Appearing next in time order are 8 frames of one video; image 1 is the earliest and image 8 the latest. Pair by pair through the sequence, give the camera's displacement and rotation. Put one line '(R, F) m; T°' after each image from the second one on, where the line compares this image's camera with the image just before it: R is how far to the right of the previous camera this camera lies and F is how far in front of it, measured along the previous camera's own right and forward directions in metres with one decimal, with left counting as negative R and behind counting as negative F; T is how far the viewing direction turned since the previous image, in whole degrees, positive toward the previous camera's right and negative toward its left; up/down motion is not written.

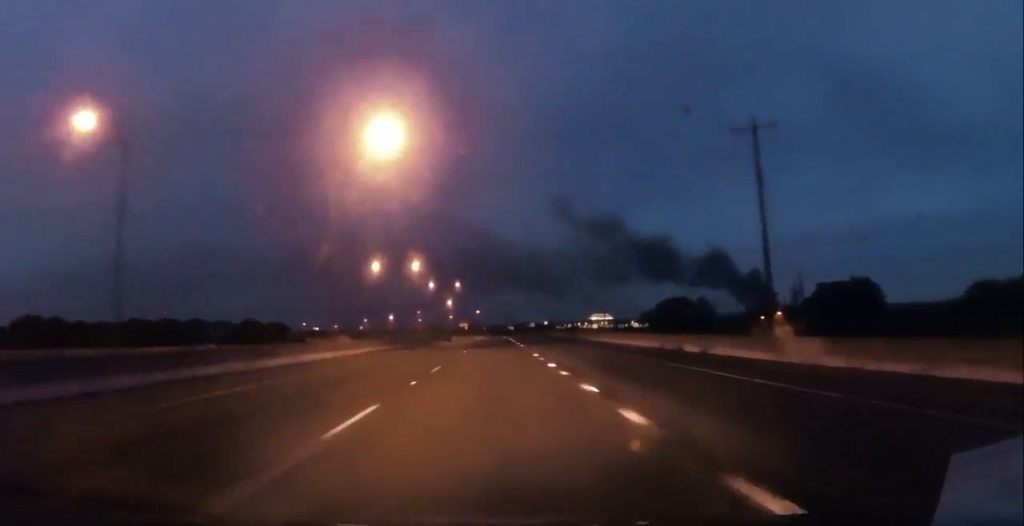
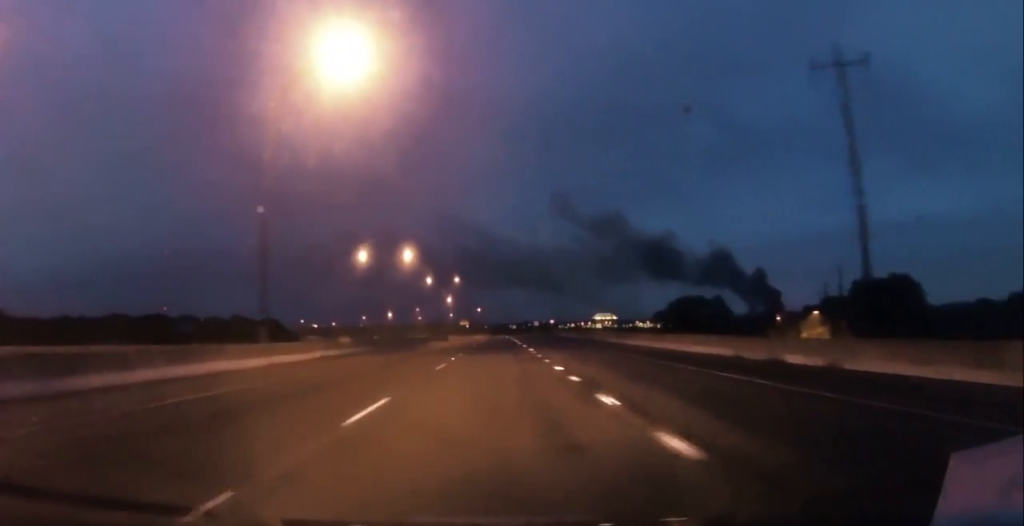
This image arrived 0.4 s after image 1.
(-0.1, +11.6) m; 0°
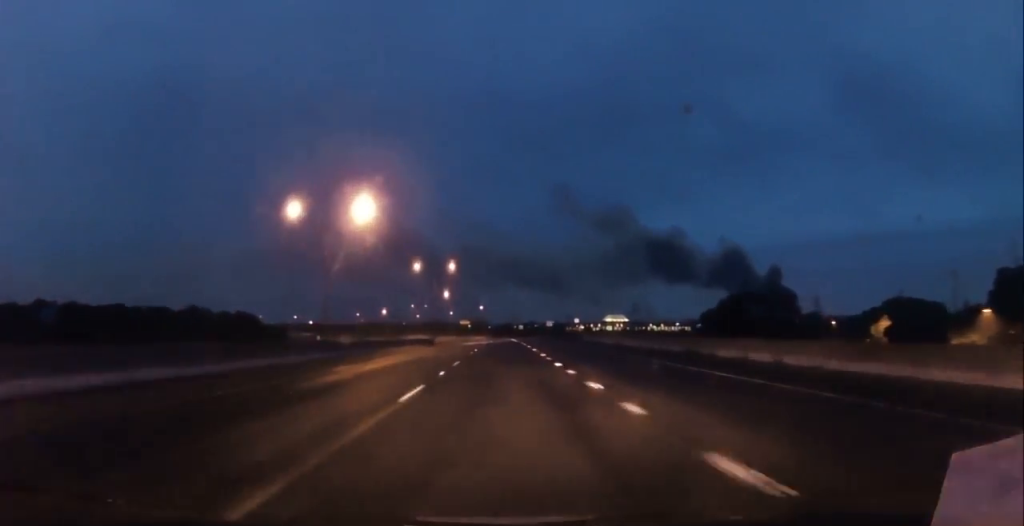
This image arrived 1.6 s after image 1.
(+0.2, +33.6) m; +1°
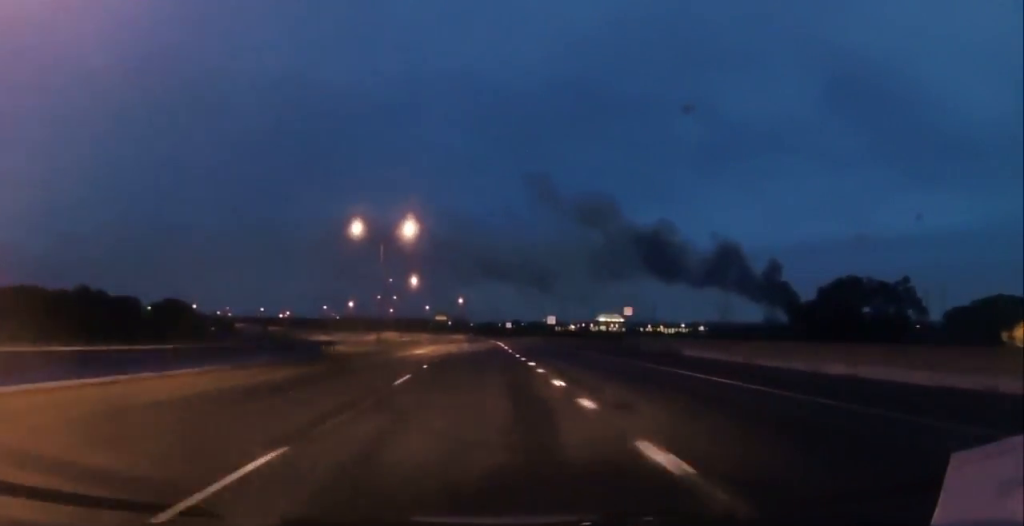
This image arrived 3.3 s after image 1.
(+0.1, +45.1) m; 0°
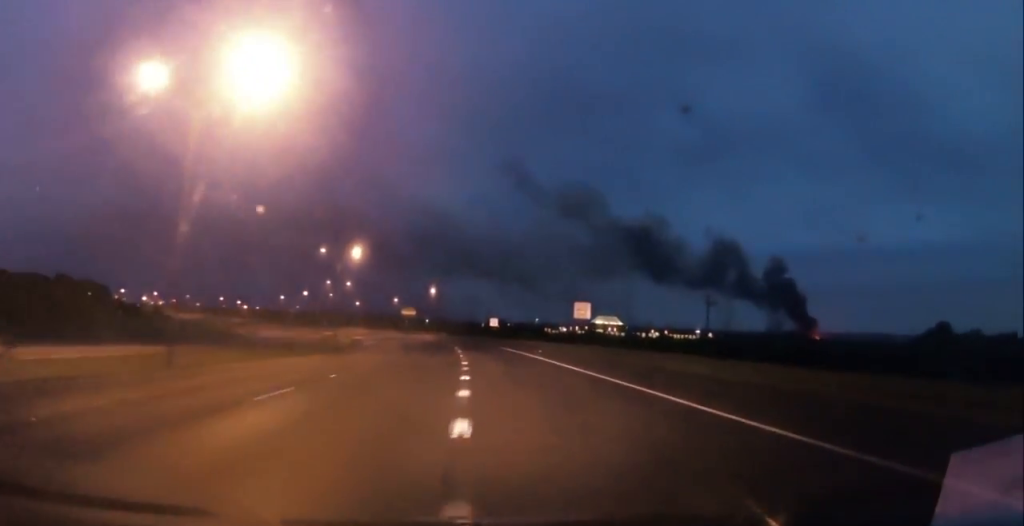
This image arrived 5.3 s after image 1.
(+1.0, +52.7) m; +1°
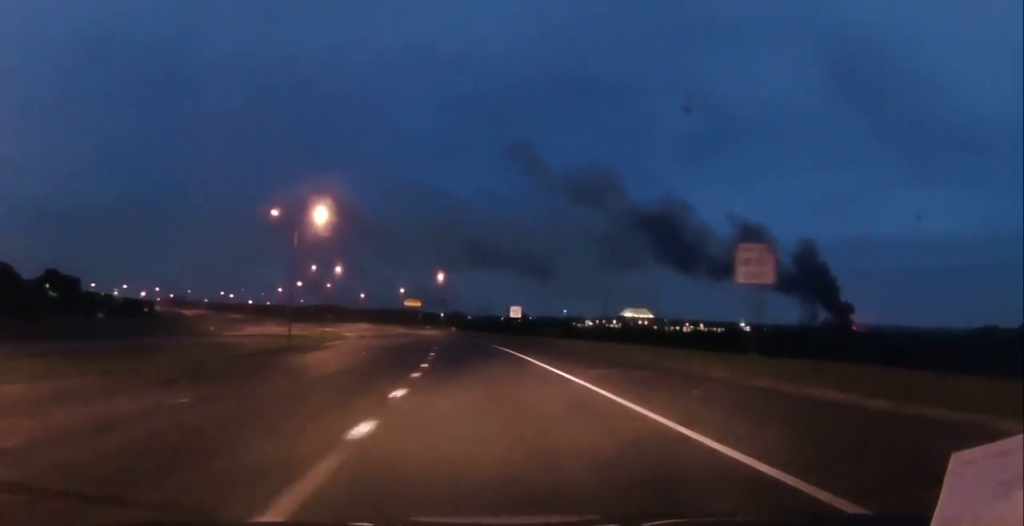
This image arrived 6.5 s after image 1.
(-0.1, +32.9) m; -1°
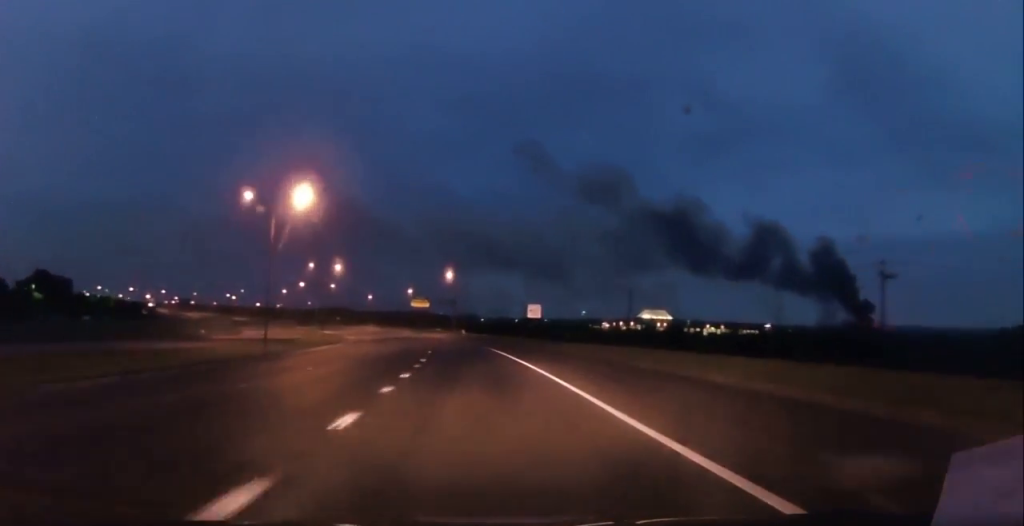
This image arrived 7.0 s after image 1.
(-0.2, +12.7) m; -1°
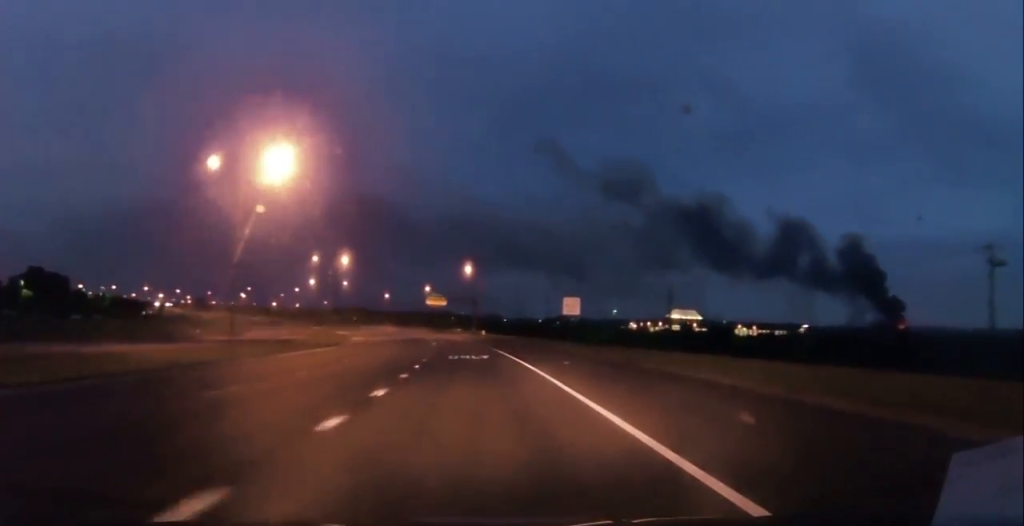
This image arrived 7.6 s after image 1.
(-0.1, +14.3) m; -1°
